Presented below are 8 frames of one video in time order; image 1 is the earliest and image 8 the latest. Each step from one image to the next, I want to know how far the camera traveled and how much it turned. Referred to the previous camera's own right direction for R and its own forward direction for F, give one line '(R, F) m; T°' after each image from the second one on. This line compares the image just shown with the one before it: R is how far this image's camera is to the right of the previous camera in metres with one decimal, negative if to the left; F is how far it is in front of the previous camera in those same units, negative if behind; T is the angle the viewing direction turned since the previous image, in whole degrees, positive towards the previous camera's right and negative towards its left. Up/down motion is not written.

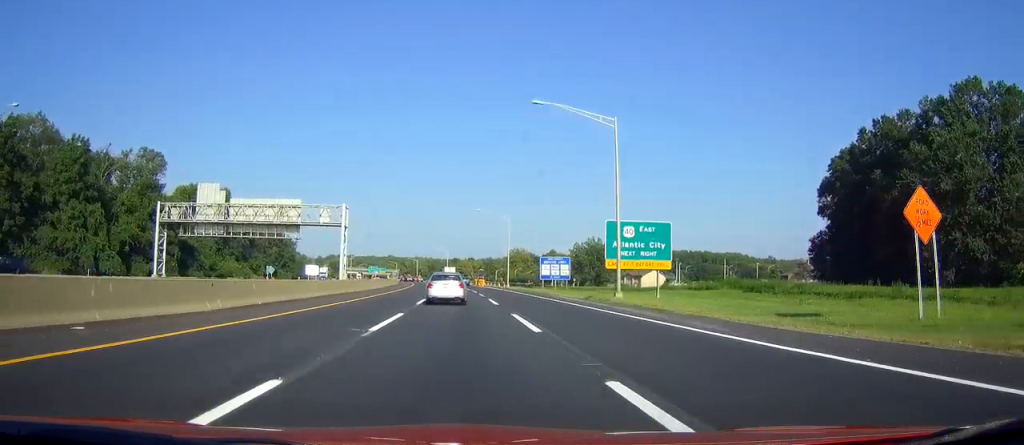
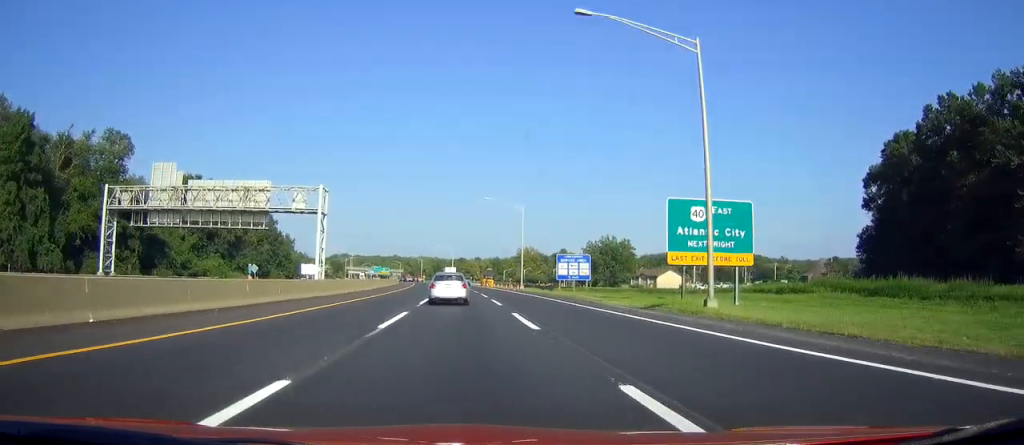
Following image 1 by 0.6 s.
(-0.1, +15.6) m; 0°
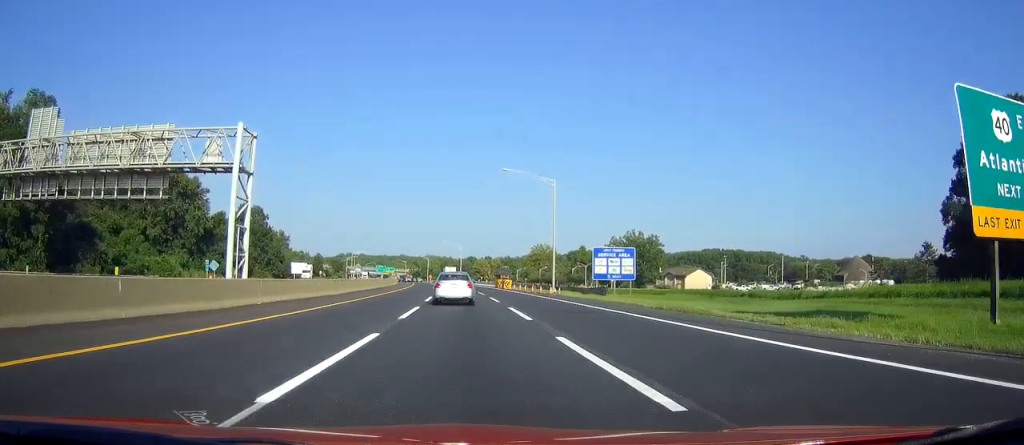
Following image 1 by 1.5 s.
(-0.2, +25.5) m; -1°
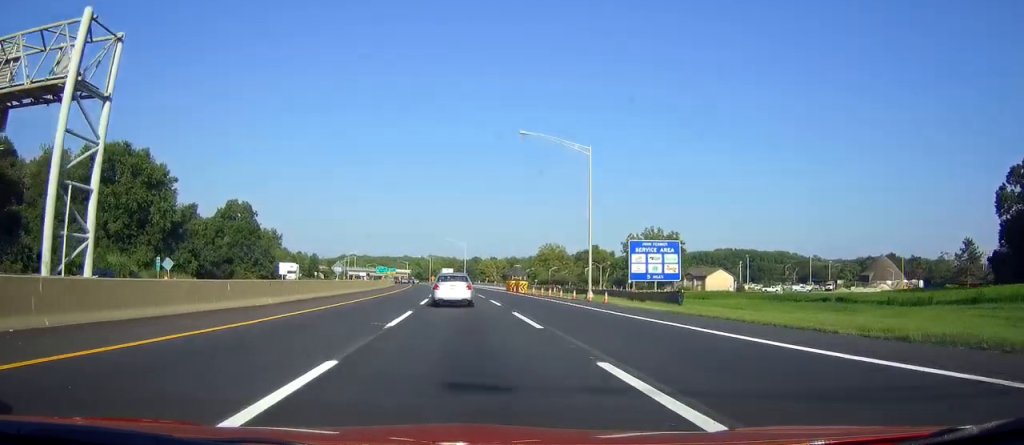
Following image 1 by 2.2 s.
(0.0, +18.1) m; -1°
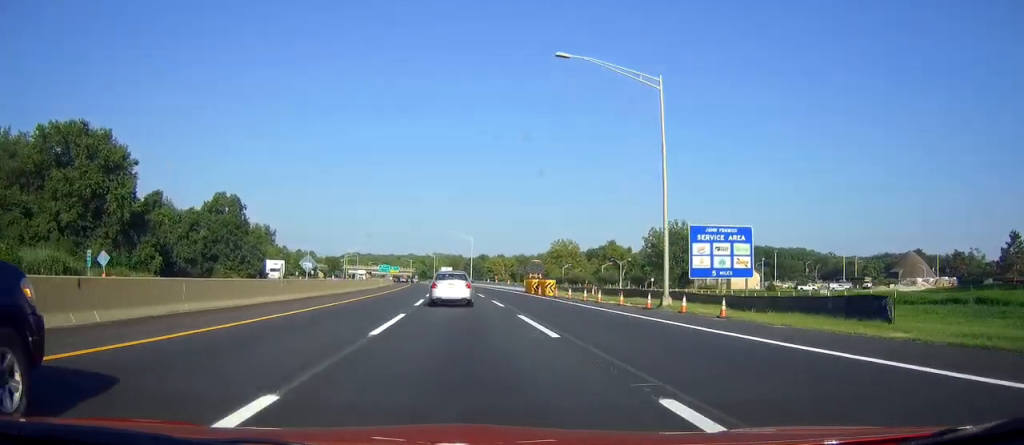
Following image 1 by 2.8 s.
(-0.2, +18.1) m; -1°
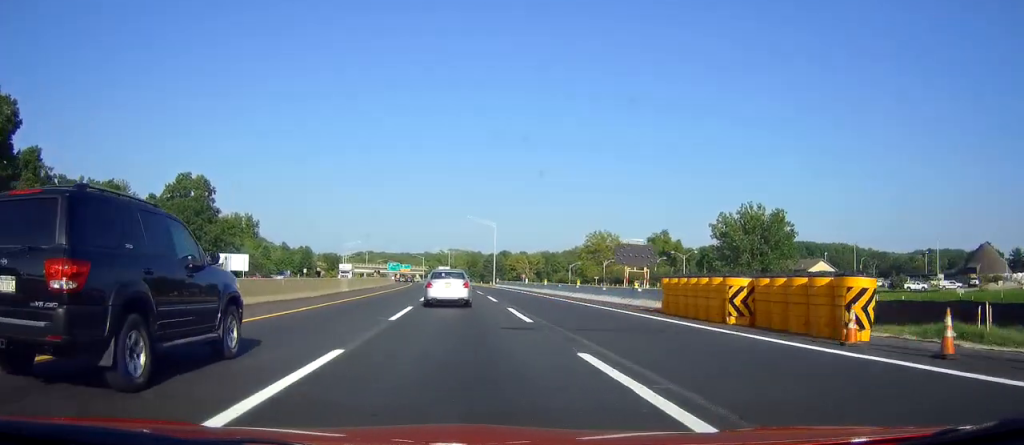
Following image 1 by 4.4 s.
(-0.2, +41.2) m; -1°
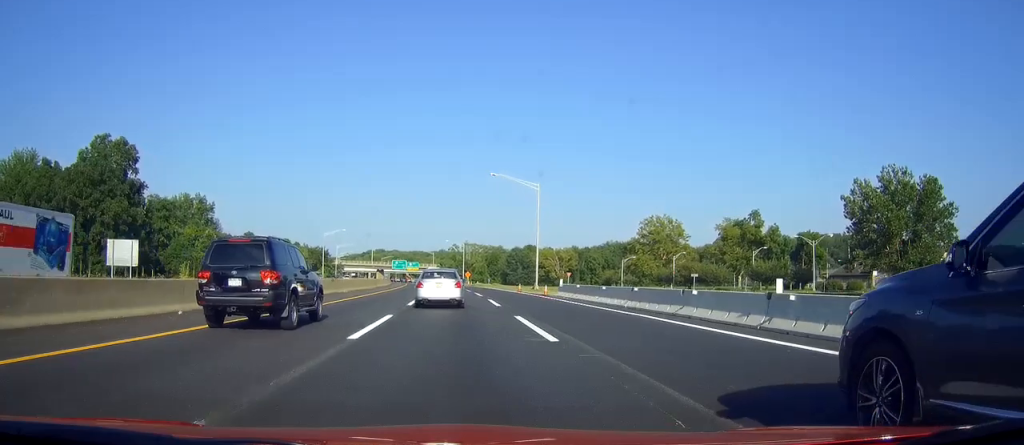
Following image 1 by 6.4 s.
(-1.0, +52.5) m; -2°
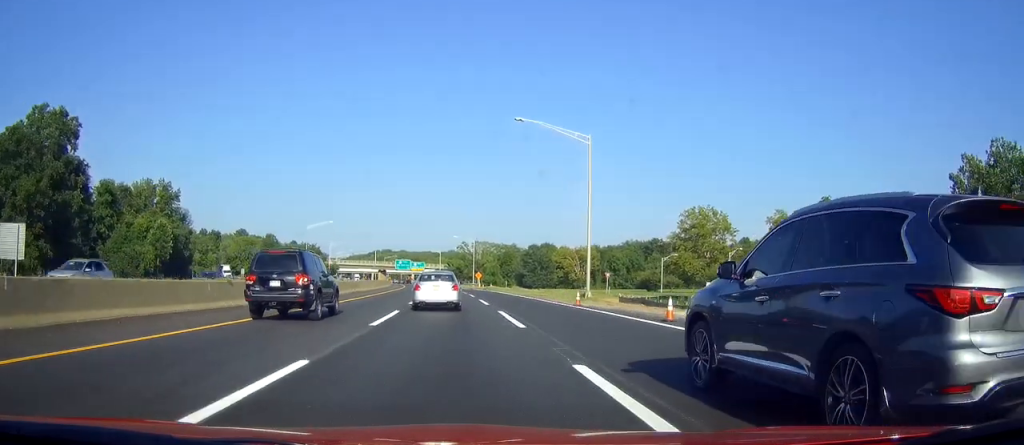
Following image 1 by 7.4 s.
(-0.2, +26.8) m; -1°
